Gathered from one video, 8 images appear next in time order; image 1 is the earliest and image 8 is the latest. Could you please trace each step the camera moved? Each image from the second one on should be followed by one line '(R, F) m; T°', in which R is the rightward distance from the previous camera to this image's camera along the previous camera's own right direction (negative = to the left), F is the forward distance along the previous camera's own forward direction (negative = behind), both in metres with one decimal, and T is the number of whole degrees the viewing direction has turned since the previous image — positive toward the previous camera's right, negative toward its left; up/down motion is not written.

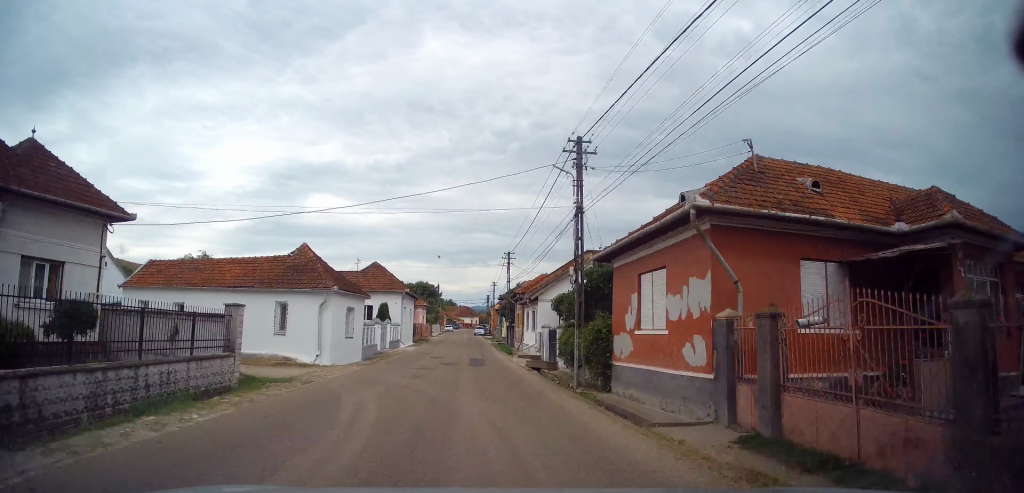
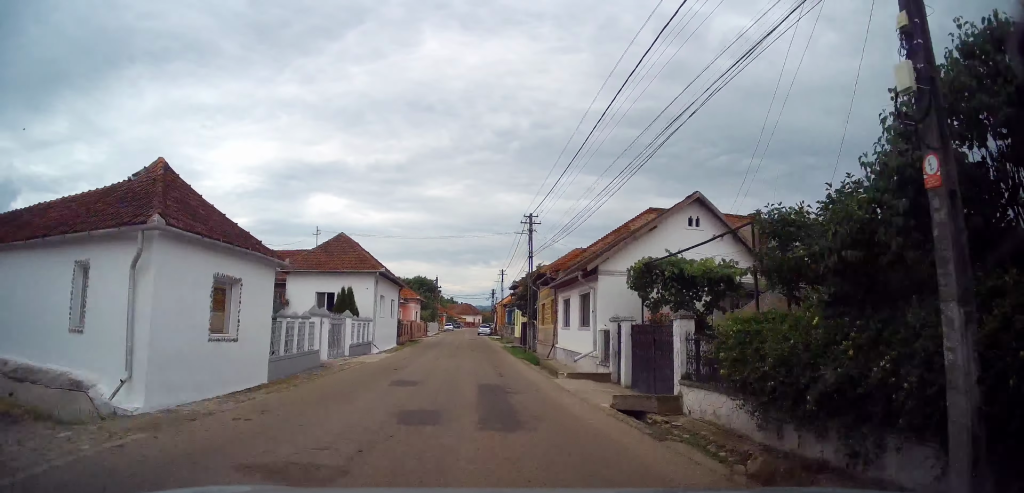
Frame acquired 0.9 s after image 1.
(+0.1, +13.6) m; -1°
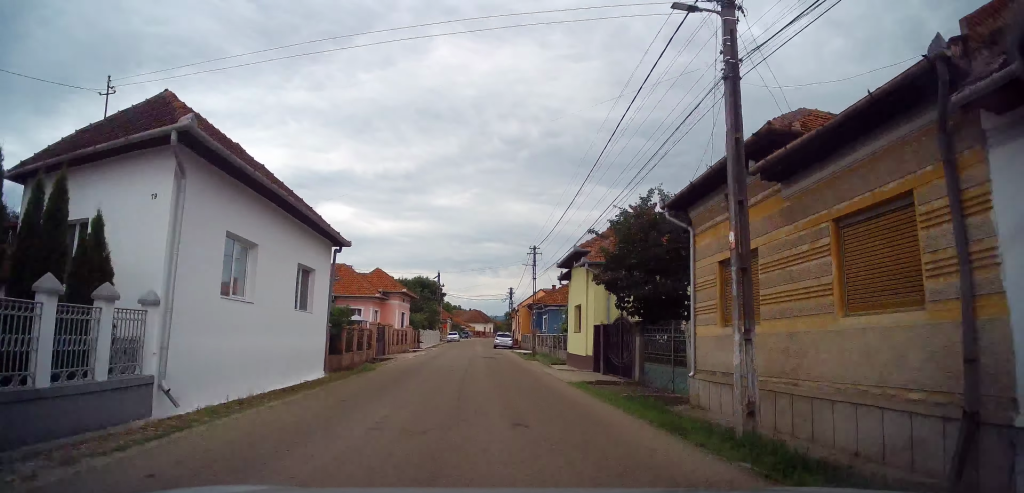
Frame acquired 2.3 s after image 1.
(-0.5, +21.5) m; -1°
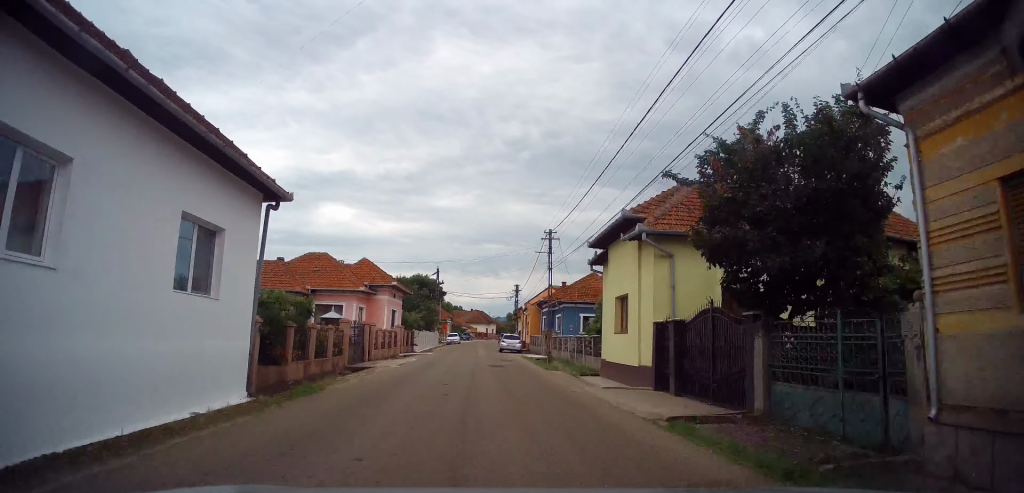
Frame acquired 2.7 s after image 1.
(+0.2, +6.1) m; 0°
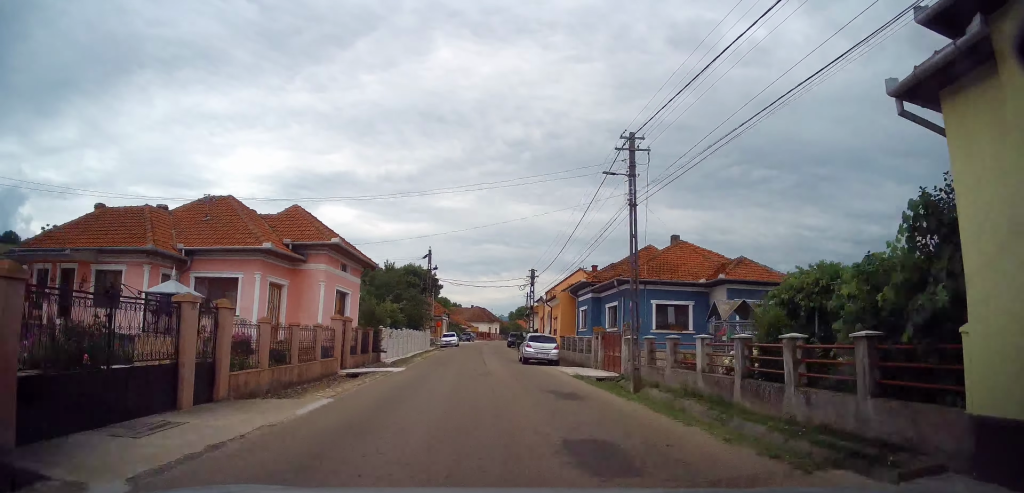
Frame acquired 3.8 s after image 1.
(-0.2, +13.9) m; -1°
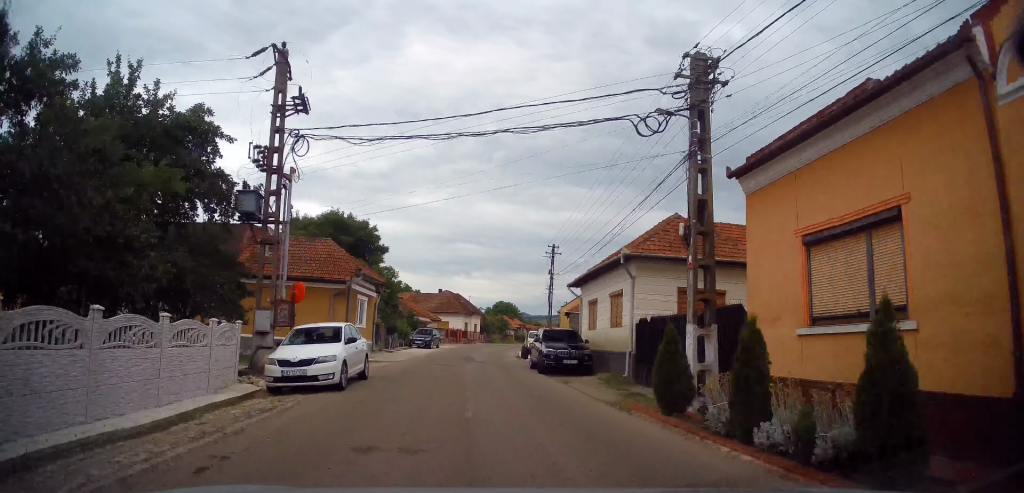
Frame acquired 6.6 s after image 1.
(+0.3, +32.0) m; +2°
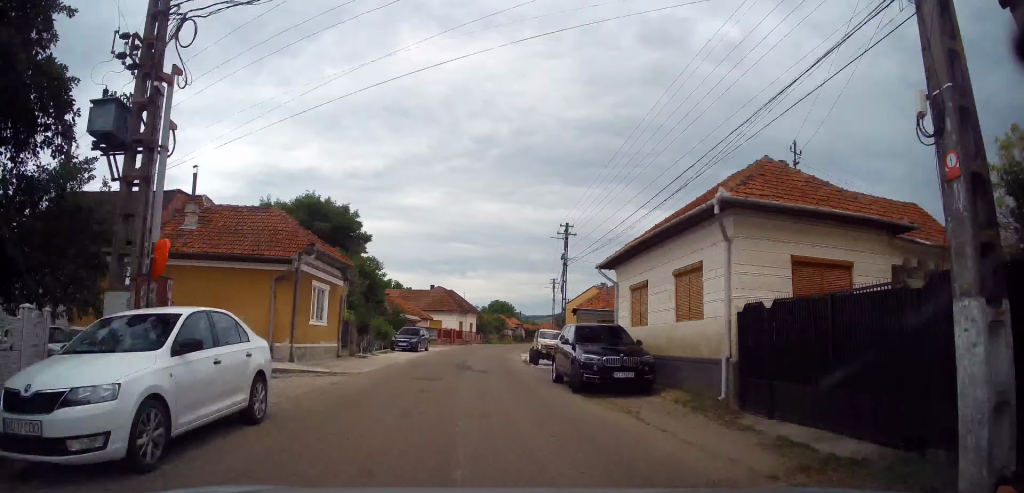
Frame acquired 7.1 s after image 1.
(-0.3, +6.0) m; +1°
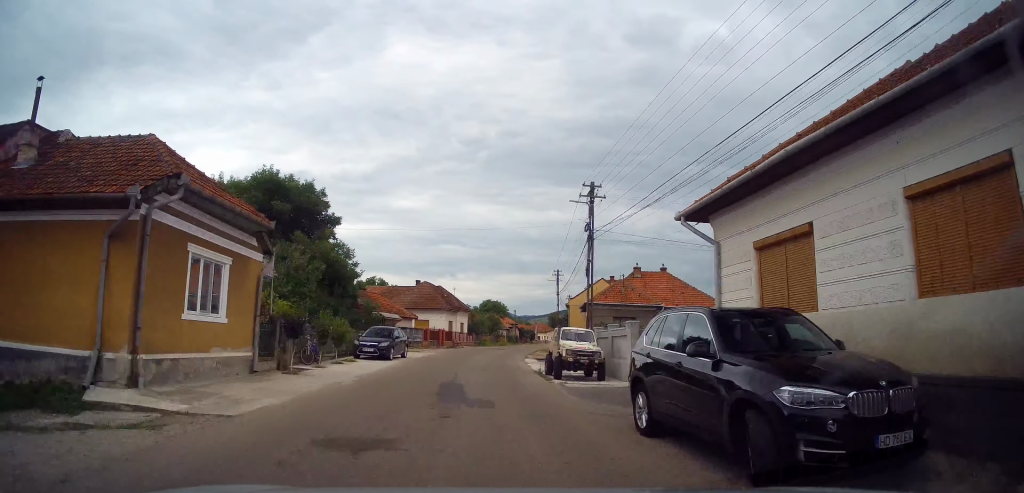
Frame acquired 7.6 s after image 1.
(+0.6, +8.3) m; +1°
